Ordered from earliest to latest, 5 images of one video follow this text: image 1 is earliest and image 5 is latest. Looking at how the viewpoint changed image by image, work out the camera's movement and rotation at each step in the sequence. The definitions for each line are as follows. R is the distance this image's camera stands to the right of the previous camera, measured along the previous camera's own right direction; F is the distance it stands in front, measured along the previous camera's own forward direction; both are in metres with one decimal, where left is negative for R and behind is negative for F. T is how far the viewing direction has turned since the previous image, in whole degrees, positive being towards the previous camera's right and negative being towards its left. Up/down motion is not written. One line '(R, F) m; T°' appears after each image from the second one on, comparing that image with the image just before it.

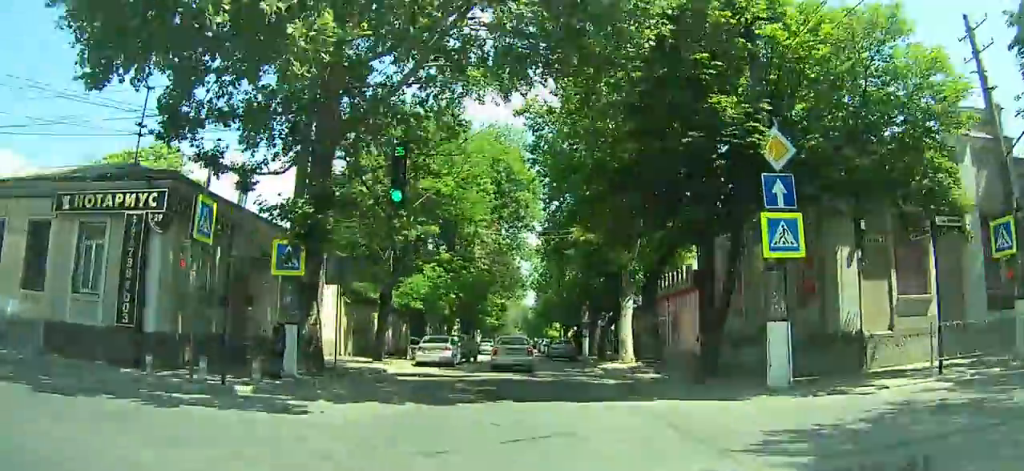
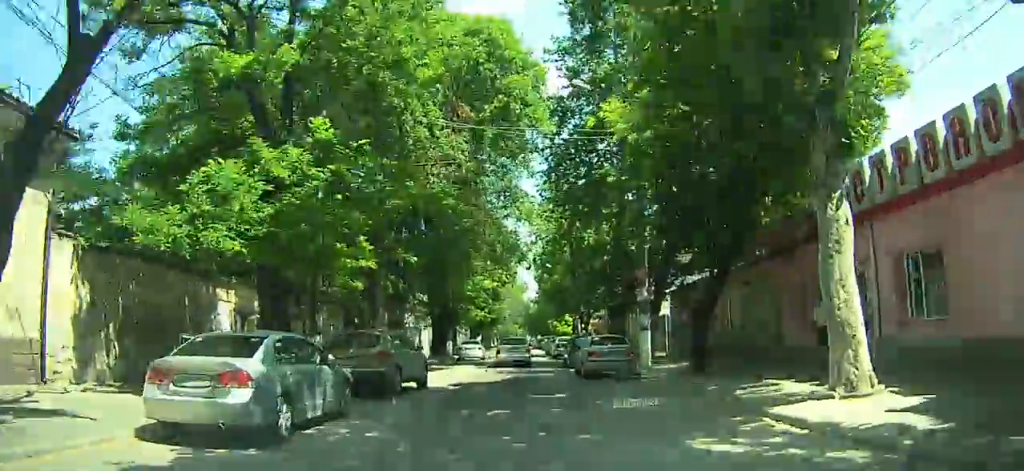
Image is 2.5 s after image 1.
(-0.2, +18.1) m; 0°
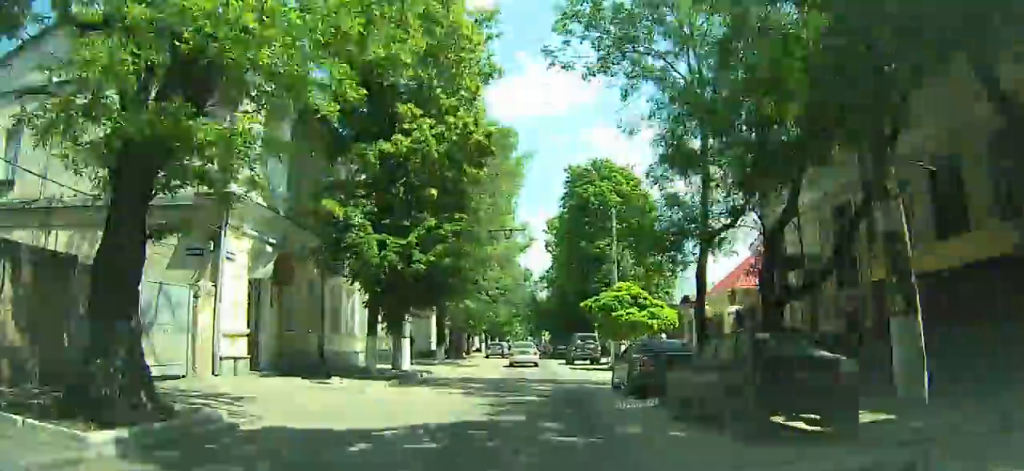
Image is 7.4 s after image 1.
(+0.3, +39.5) m; 0°
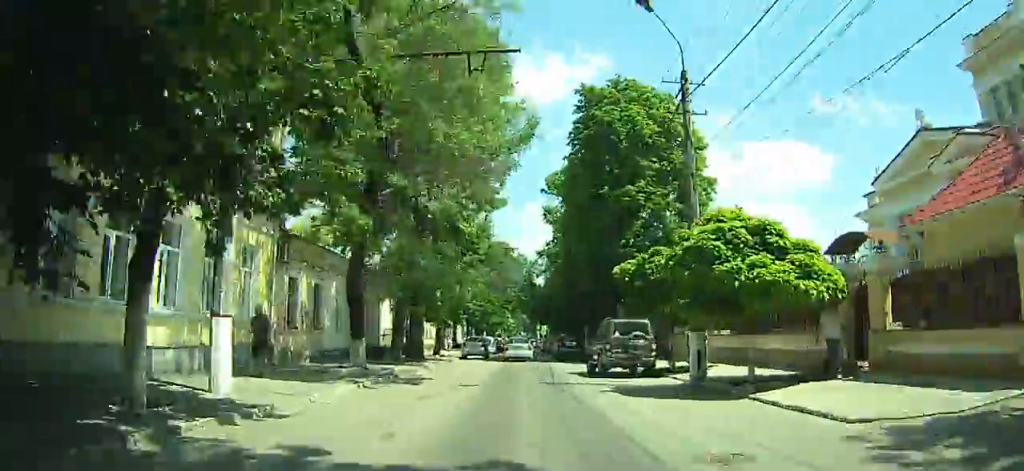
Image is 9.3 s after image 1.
(+0.2, +16.0) m; -1°
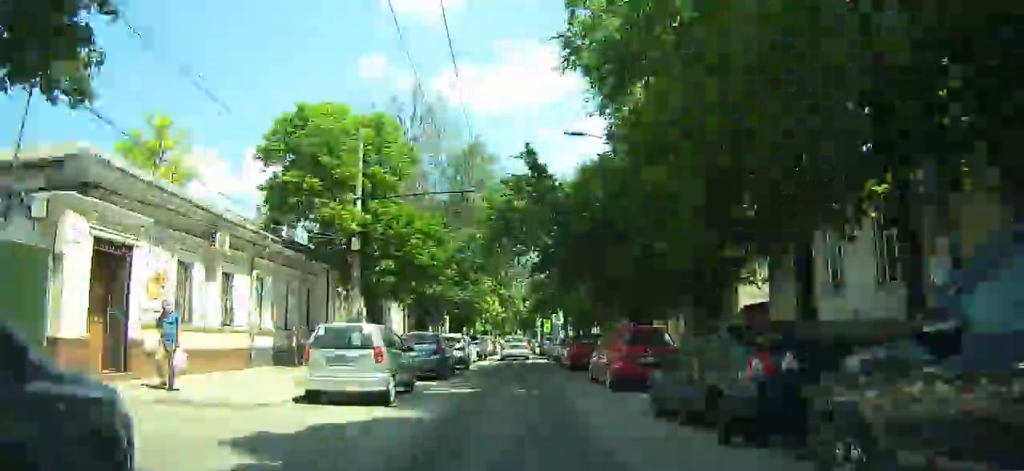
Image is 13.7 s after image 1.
(-0.4, +35.6) m; +2°
